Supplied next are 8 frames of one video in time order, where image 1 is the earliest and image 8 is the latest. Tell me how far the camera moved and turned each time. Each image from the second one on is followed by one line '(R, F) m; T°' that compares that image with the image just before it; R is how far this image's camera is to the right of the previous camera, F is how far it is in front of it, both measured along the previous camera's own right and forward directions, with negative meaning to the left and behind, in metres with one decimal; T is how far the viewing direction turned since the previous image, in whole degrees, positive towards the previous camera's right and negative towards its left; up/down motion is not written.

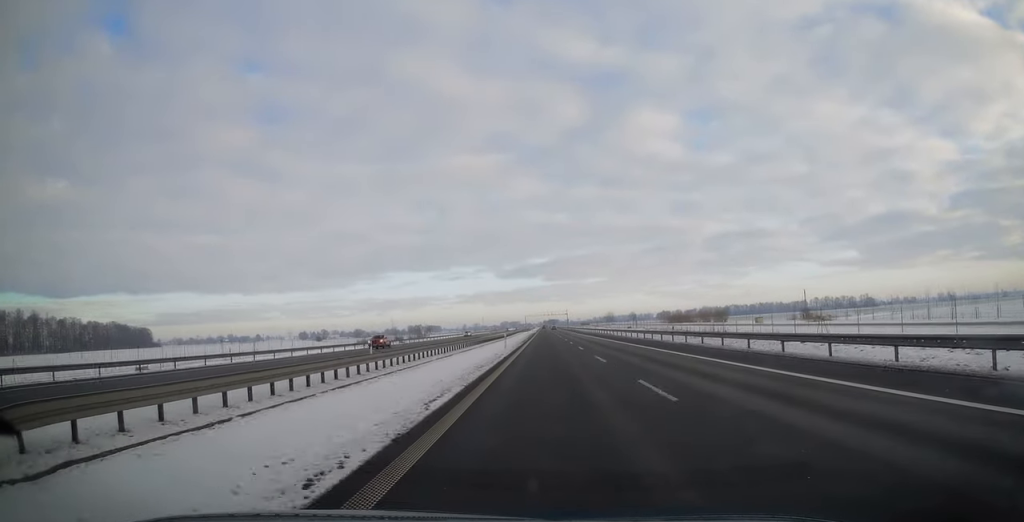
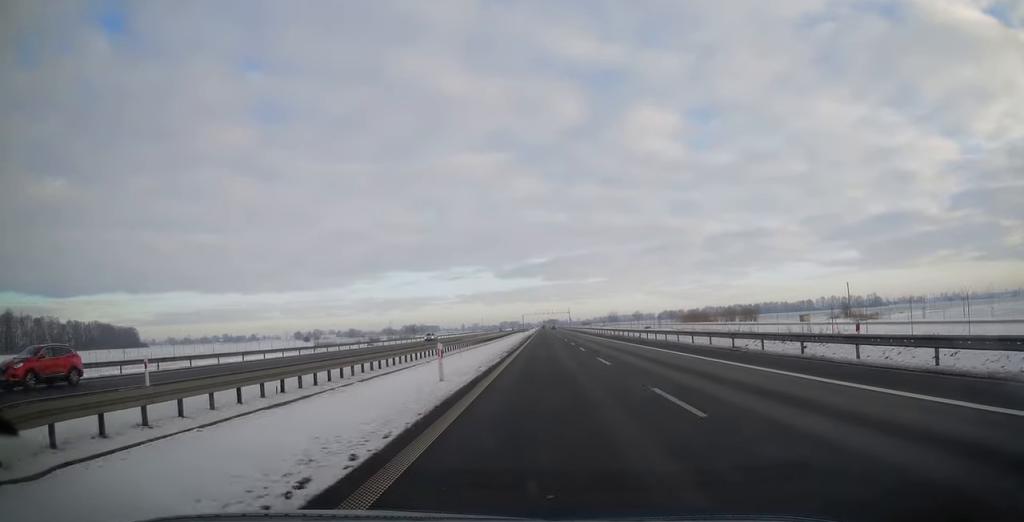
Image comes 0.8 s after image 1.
(+0.2, +25.8) m; 0°
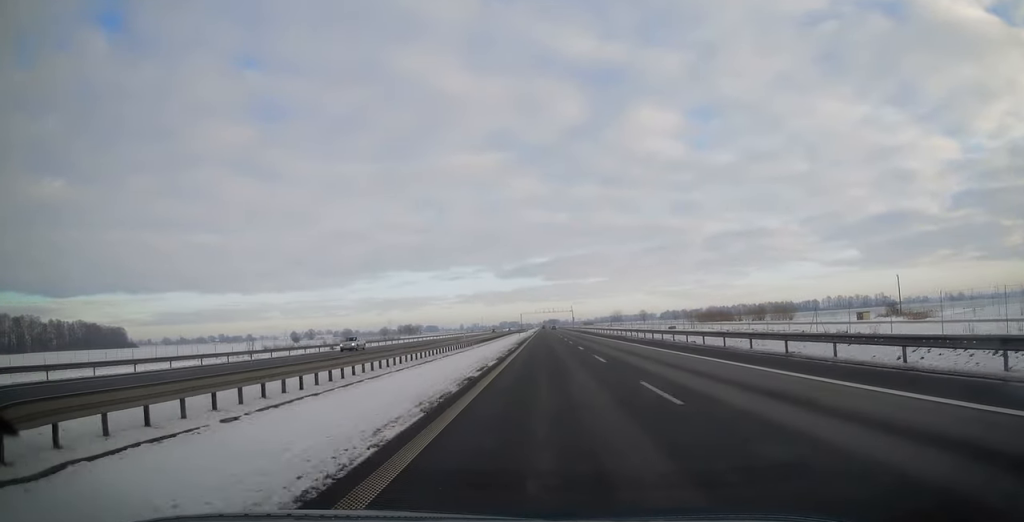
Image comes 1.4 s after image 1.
(-0.2, +22.4) m; 0°
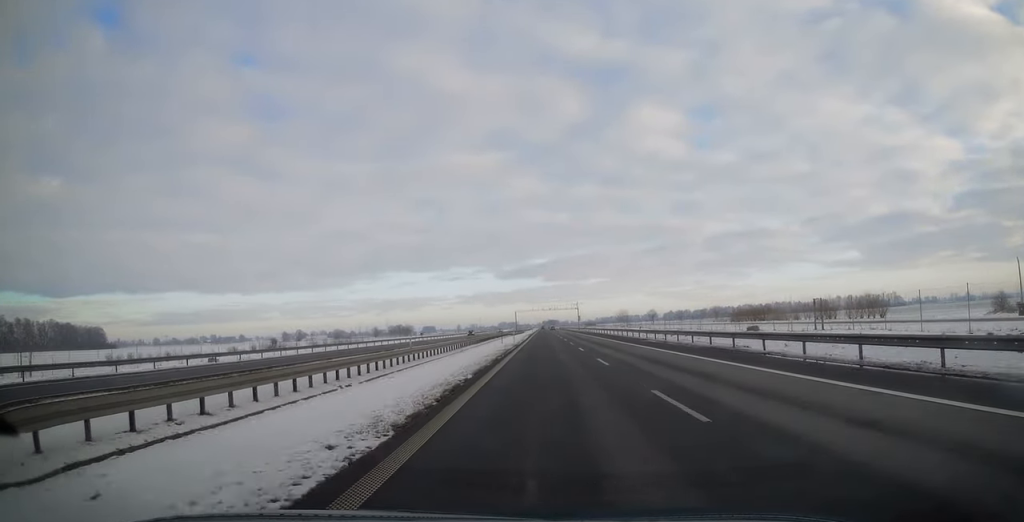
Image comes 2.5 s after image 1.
(+0.2, +37.6) m; 0°
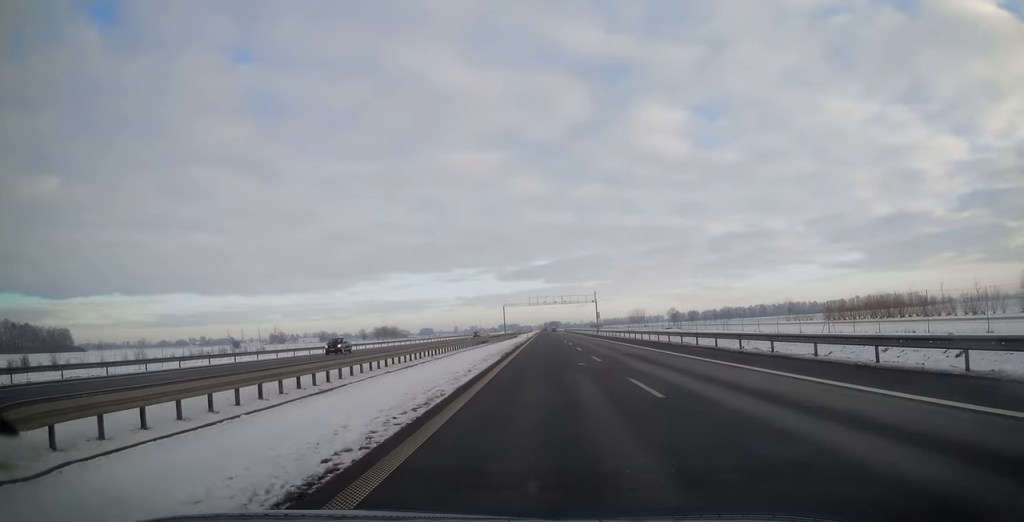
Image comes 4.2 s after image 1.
(0.0, +56.6) m; 0°
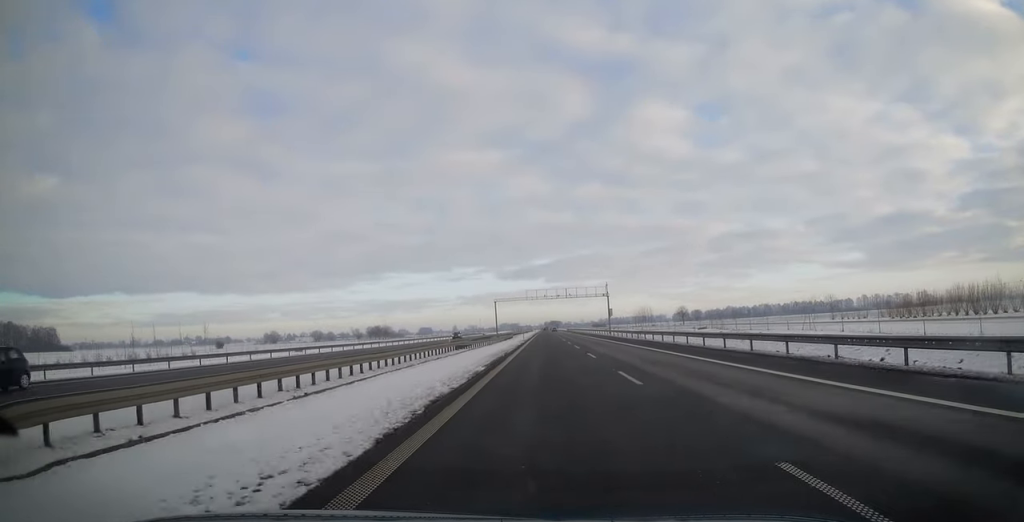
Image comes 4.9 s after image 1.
(0.0, +21.4) m; 0°
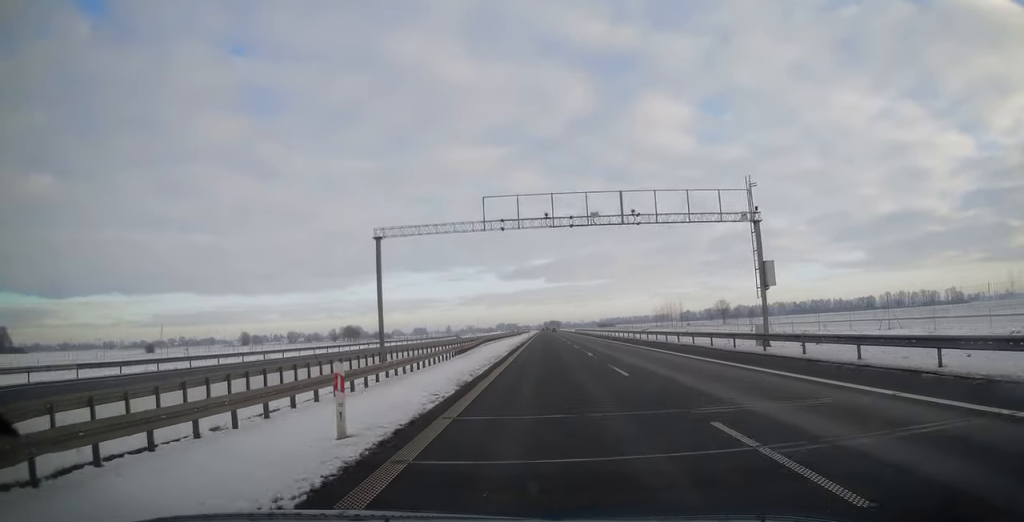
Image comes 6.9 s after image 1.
(+0.1, +69.1) m; 0°
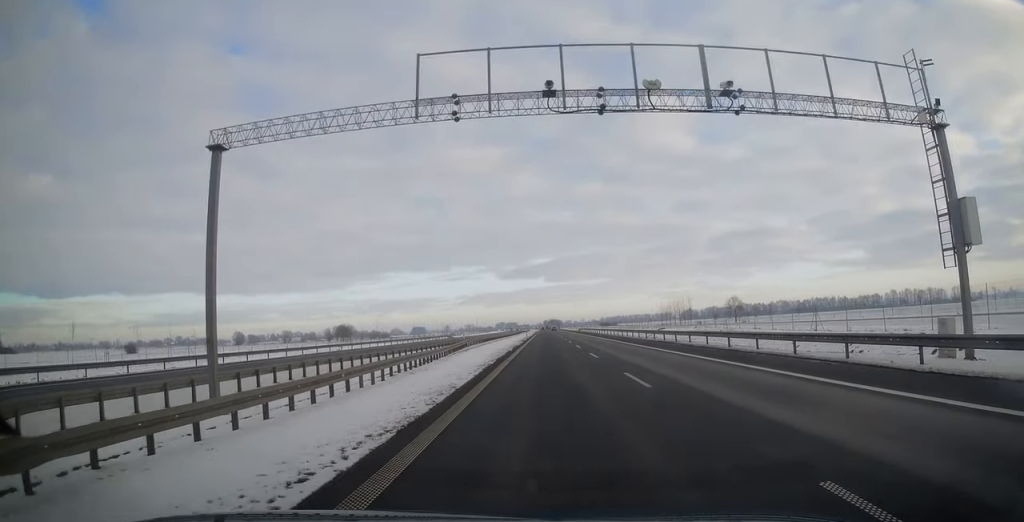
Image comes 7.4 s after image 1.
(-0.2, +15.2) m; 0°
